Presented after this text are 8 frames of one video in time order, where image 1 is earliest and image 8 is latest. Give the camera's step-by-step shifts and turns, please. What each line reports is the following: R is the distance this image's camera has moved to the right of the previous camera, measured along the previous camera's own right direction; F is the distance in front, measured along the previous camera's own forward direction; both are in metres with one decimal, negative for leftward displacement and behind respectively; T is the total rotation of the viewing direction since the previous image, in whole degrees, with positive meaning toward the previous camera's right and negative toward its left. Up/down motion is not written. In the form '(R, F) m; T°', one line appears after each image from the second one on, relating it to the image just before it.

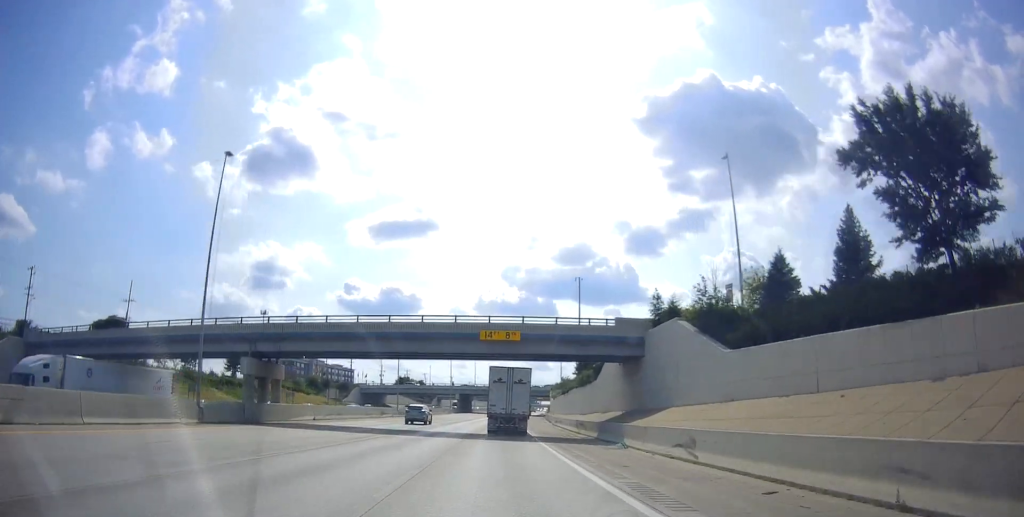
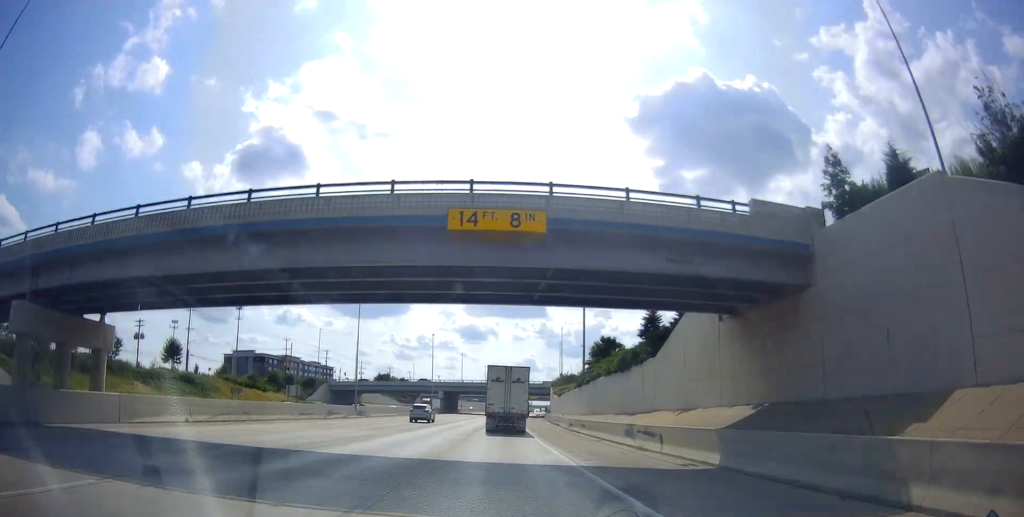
(+0.2, +21.6) m; +1°
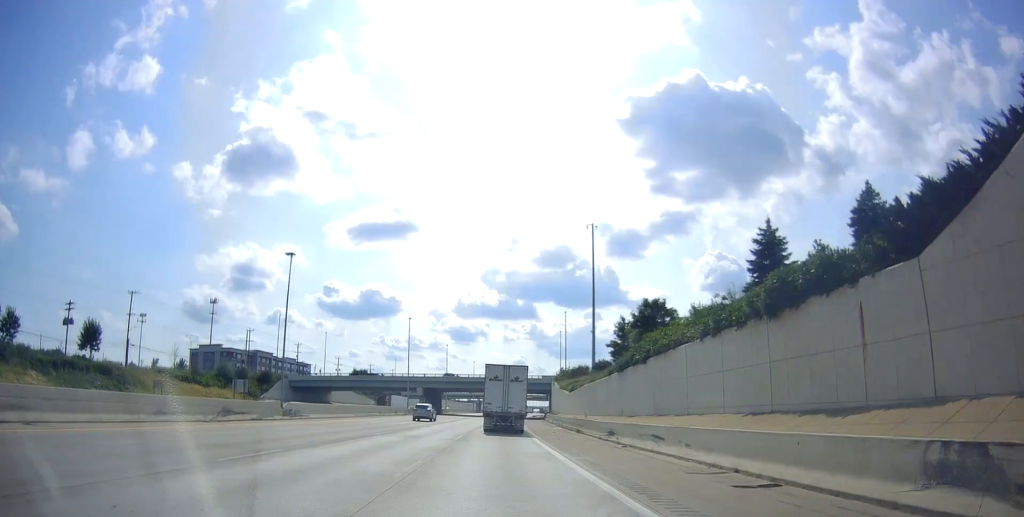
(0.0, +21.8) m; 0°
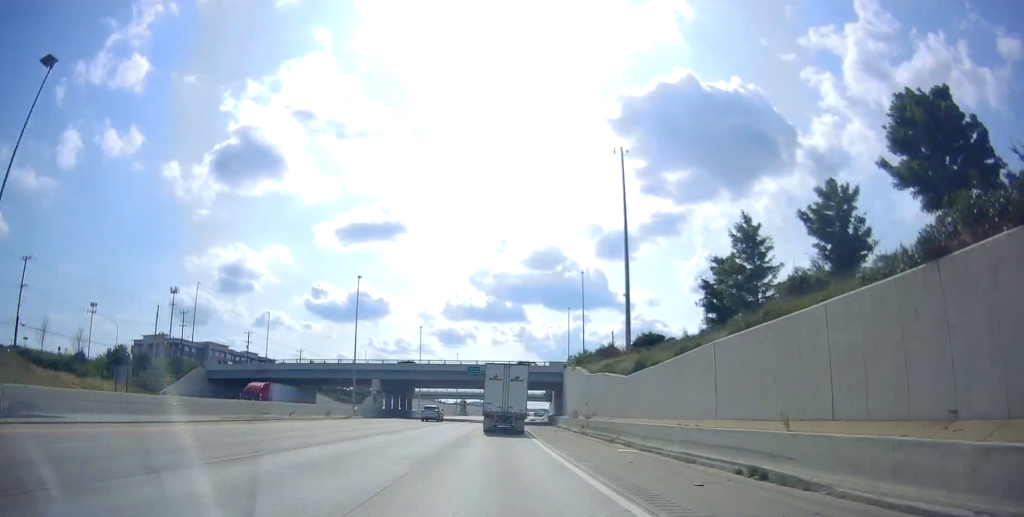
(+0.3, +32.0) m; +2°
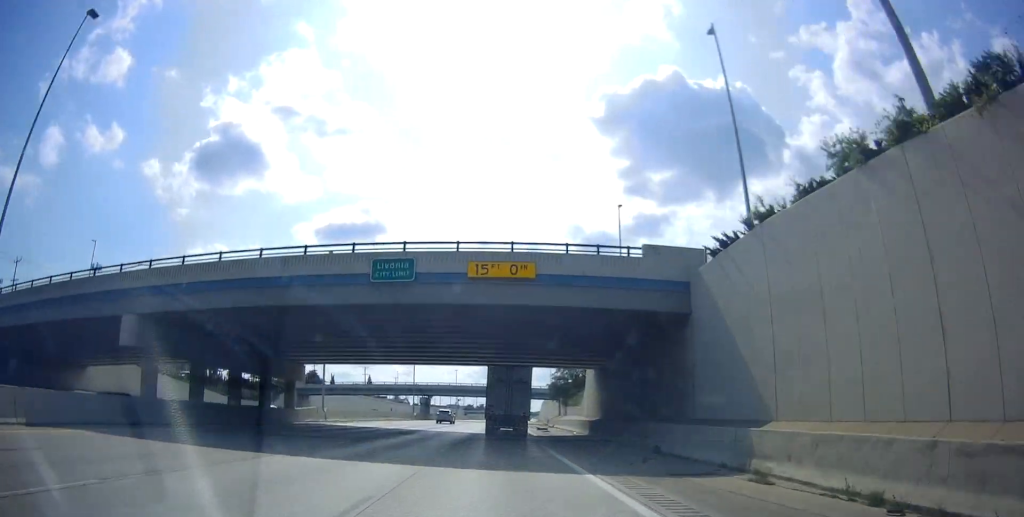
(+1.6, +52.9) m; +2°
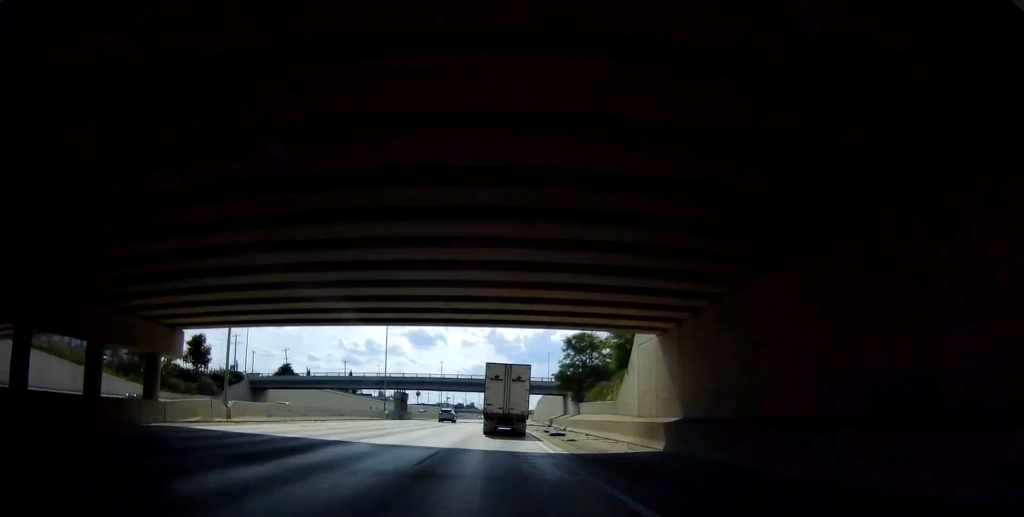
(-0.2, +19.8) m; 0°
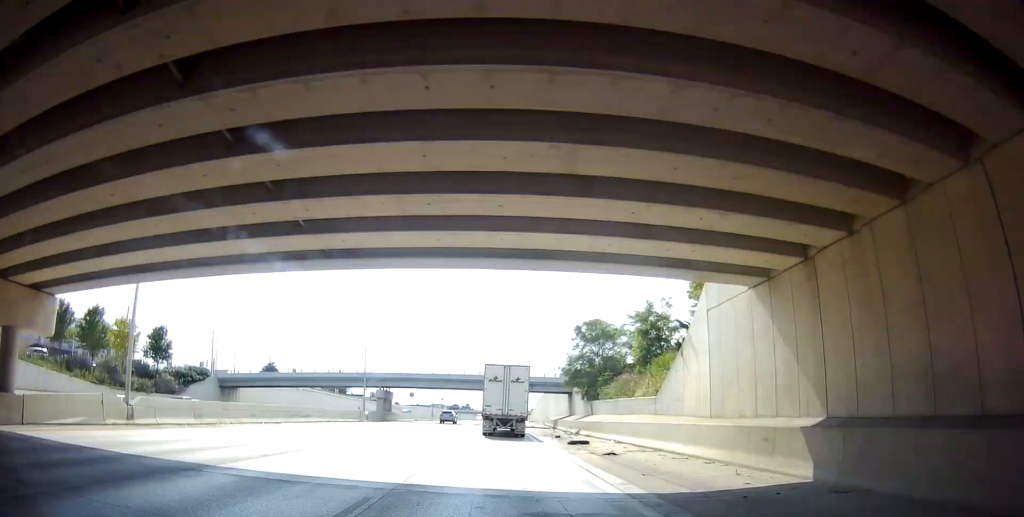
(0.0, +10.7) m; +1°
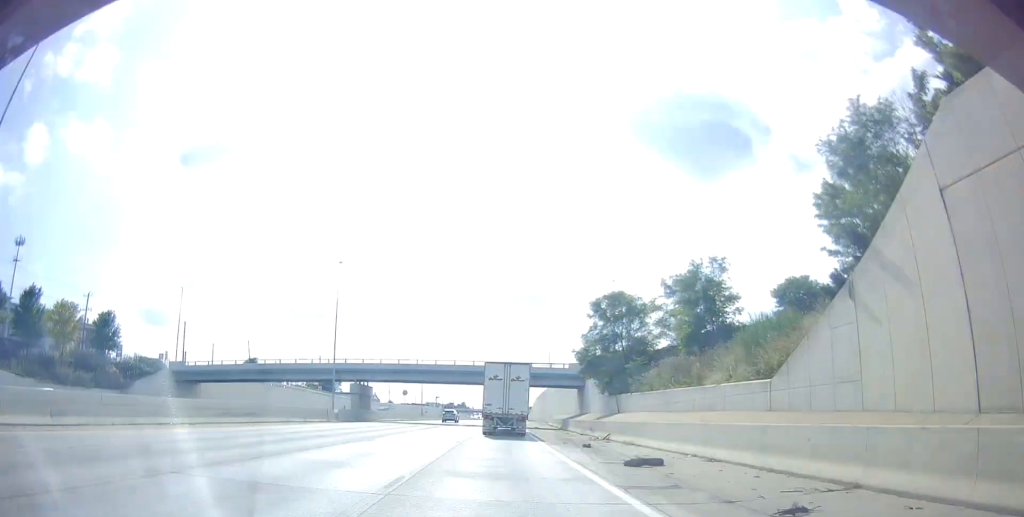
(-0.2, +12.5) m; +1°
